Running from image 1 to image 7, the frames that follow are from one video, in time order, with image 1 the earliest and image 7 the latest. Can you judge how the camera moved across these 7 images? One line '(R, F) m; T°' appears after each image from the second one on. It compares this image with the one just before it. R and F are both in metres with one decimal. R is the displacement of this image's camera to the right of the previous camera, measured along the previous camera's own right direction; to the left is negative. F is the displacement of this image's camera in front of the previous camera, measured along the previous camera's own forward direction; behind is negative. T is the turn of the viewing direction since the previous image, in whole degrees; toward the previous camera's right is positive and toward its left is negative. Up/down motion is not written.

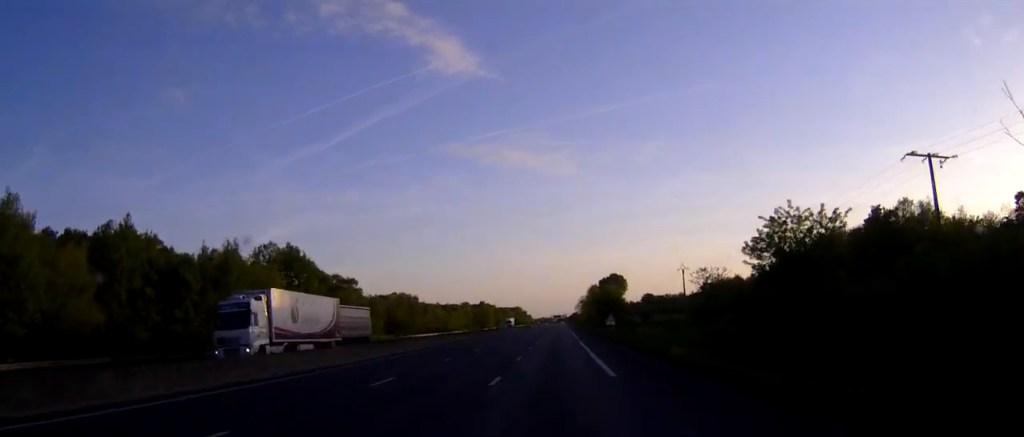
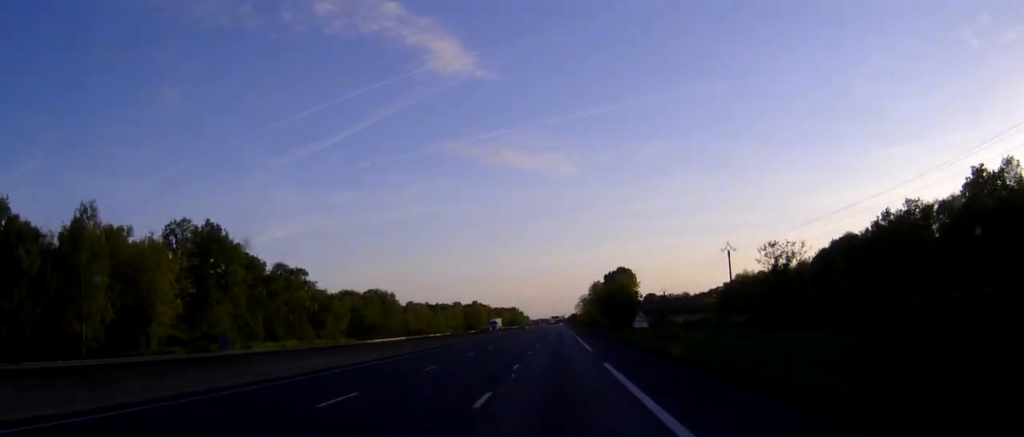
(0.0, +31.6) m; 0°
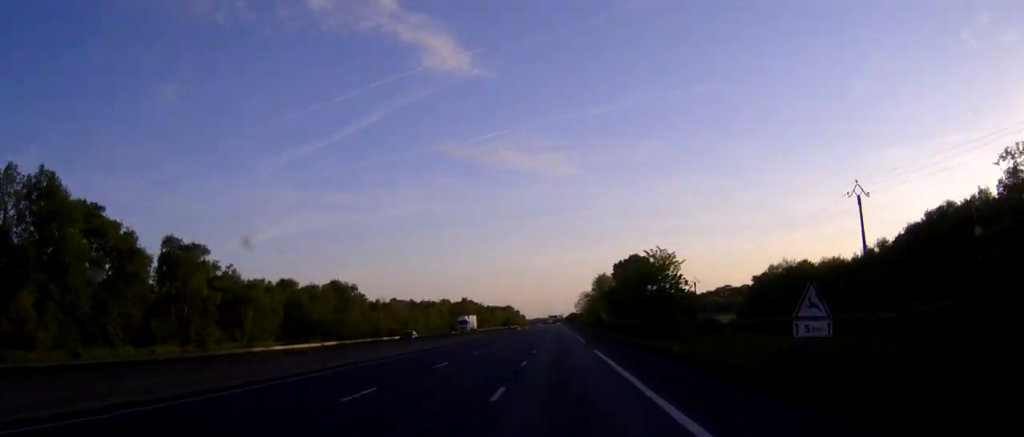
(0.0, +38.2) m; 0°
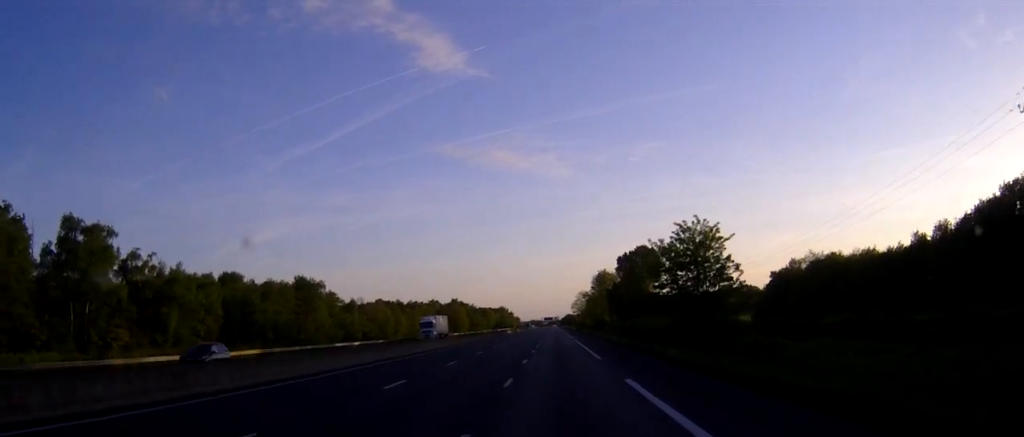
(+0.1, +21.4) m; 0°
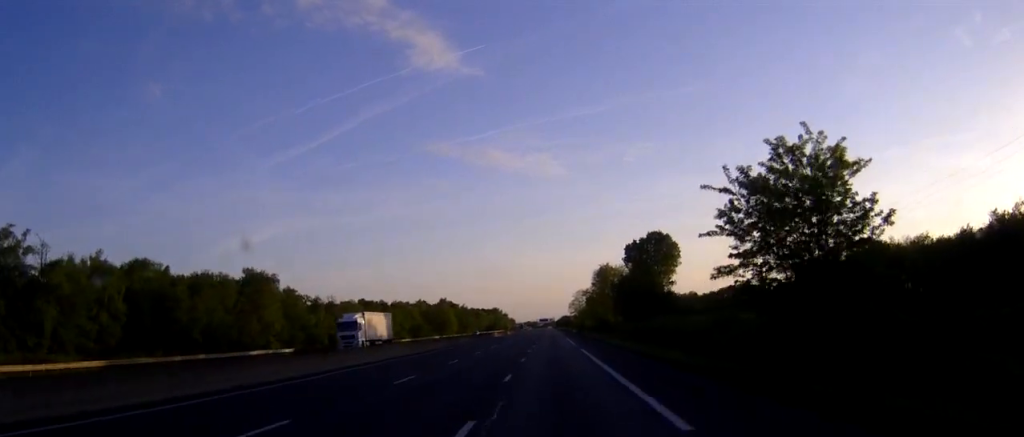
(+0.1, +24.2) m; 0°
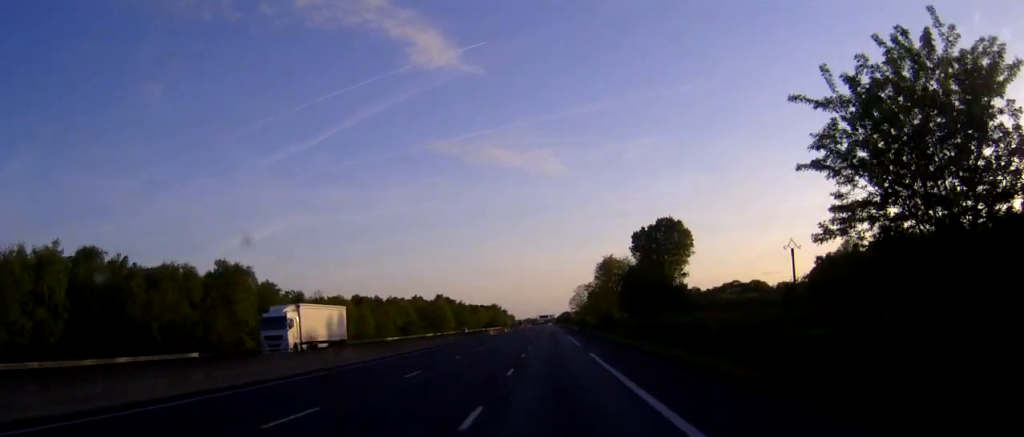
(0.0, +11.2) m; 0°
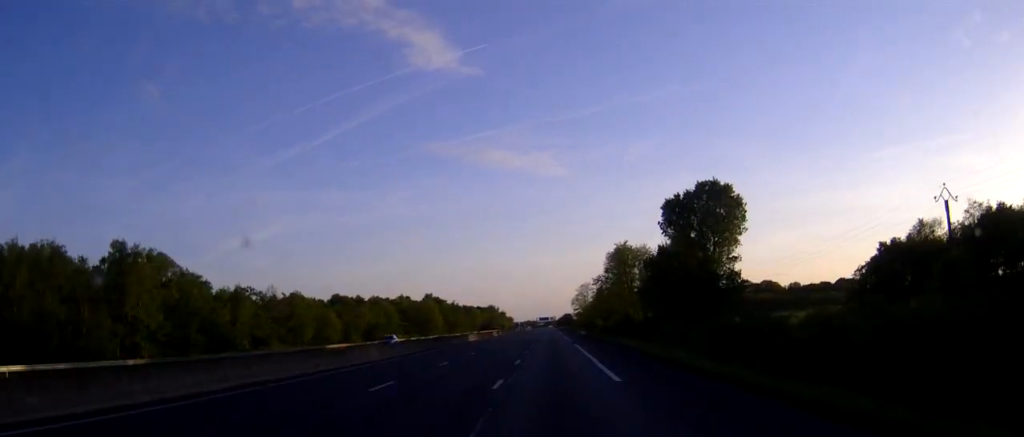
(0.0, +30.7) m; 0°
